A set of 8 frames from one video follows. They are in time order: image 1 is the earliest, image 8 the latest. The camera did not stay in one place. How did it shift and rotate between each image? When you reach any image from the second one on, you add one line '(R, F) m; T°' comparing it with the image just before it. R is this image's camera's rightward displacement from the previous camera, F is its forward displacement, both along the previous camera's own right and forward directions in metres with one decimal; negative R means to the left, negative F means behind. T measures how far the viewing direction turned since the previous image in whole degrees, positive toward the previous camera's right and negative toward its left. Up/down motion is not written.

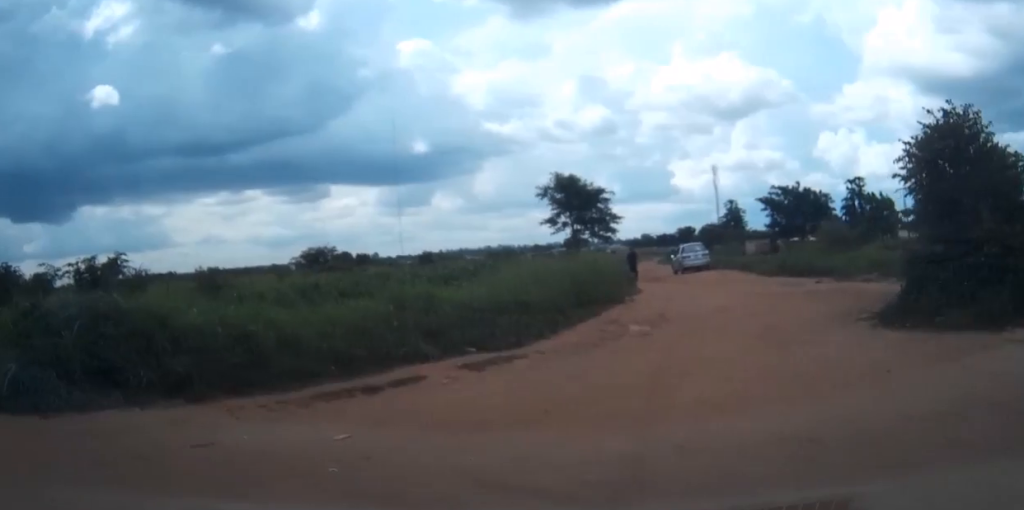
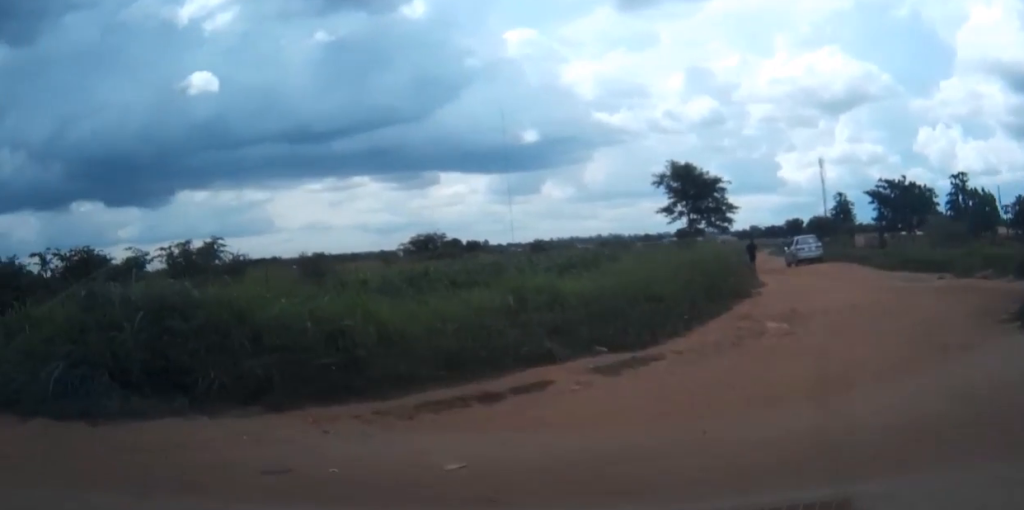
(+0.1, +1.5) m; -9°
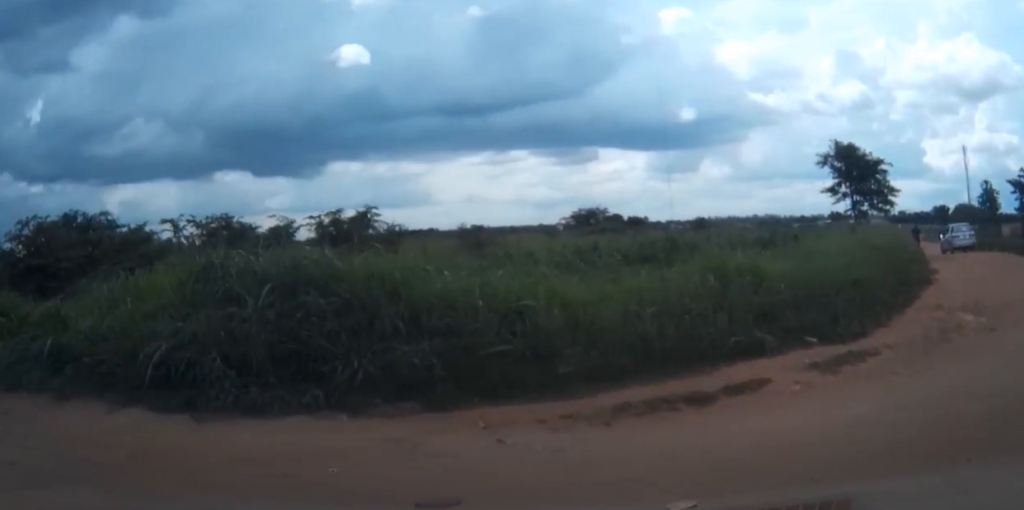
(-0.3, +1.4) m; -13°
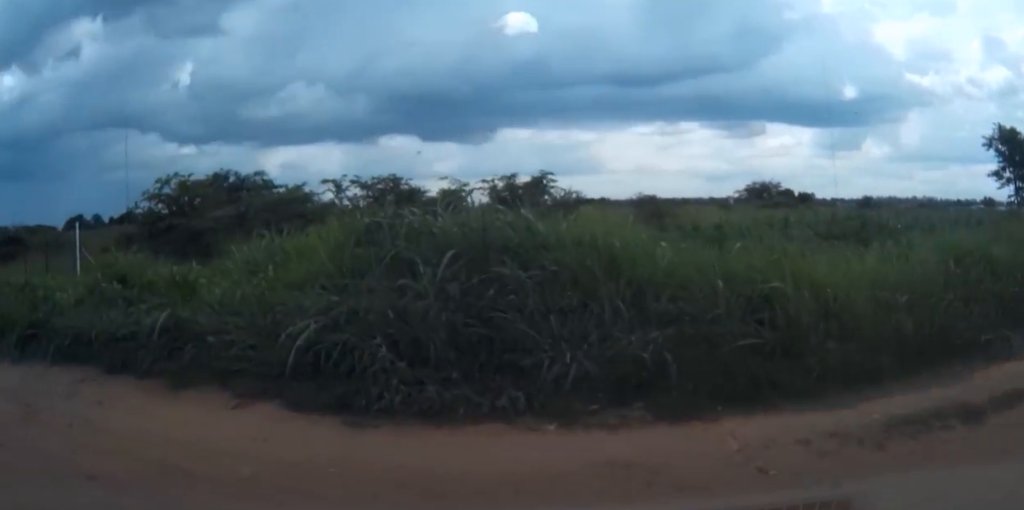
(-0.1, +1.5) m; -13°
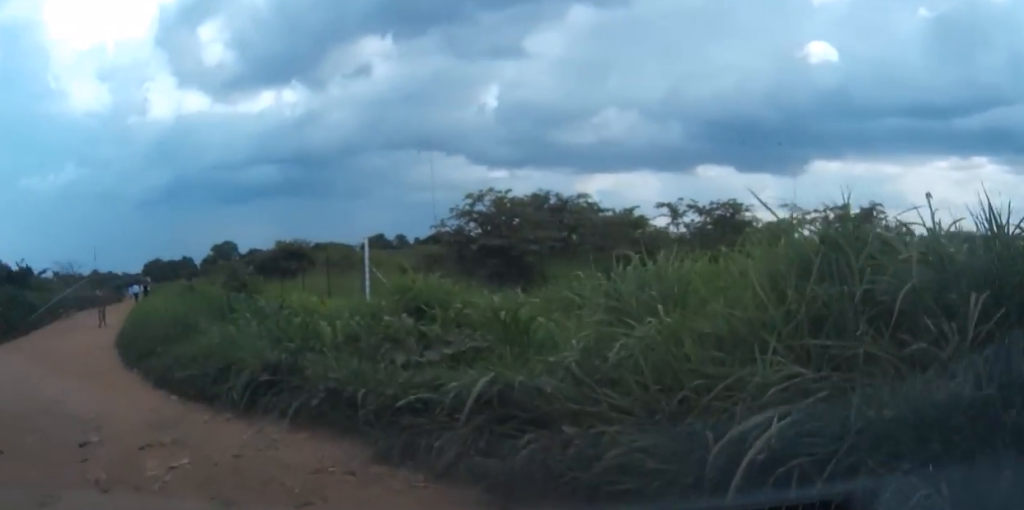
(-0.5, +2.4) m; -19°
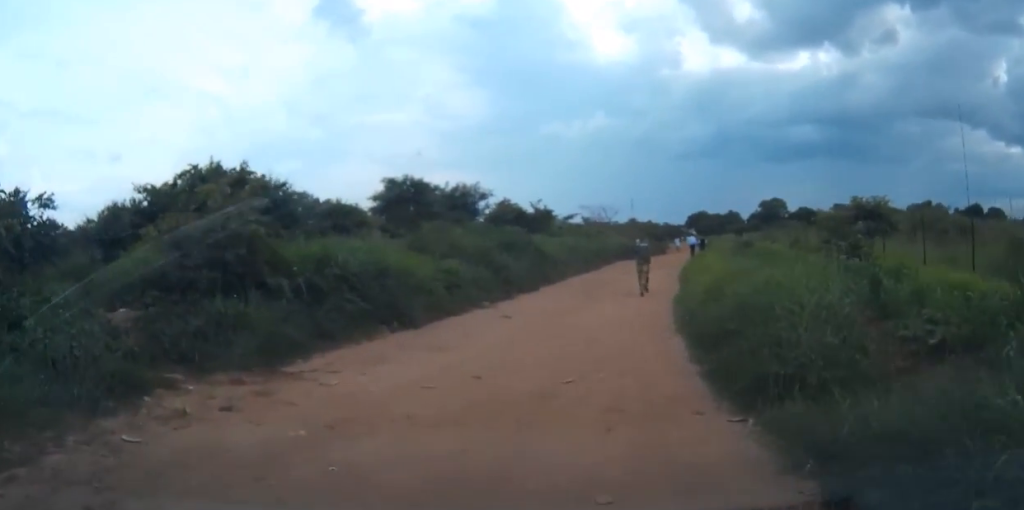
(-2.7, +5.6) m; -42°
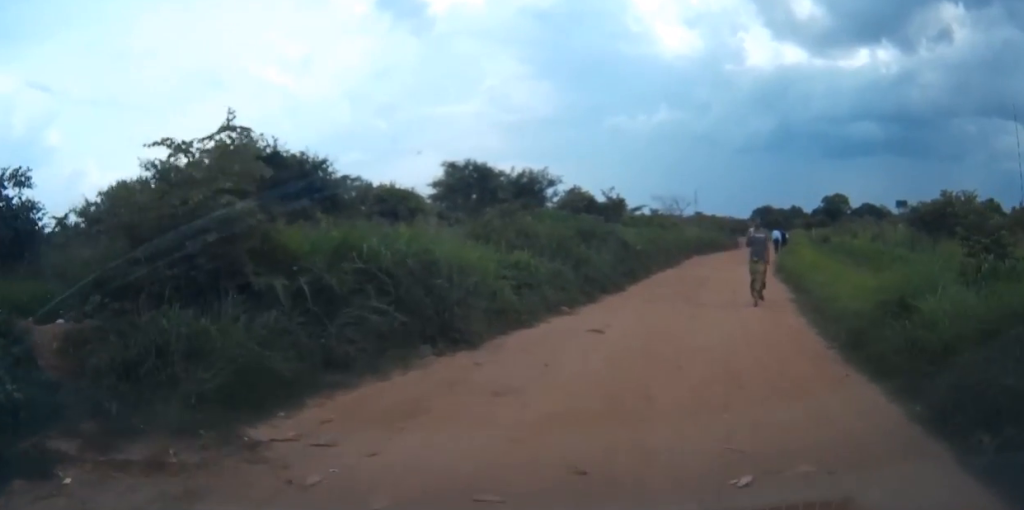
(-0.1, +3.5) m; -2°
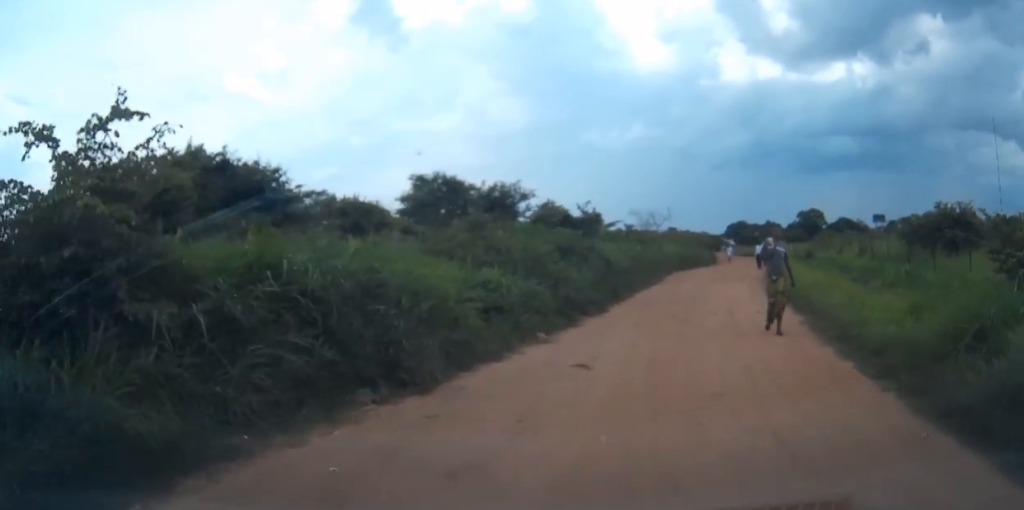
(-0.1, +2.0) m; +2°
